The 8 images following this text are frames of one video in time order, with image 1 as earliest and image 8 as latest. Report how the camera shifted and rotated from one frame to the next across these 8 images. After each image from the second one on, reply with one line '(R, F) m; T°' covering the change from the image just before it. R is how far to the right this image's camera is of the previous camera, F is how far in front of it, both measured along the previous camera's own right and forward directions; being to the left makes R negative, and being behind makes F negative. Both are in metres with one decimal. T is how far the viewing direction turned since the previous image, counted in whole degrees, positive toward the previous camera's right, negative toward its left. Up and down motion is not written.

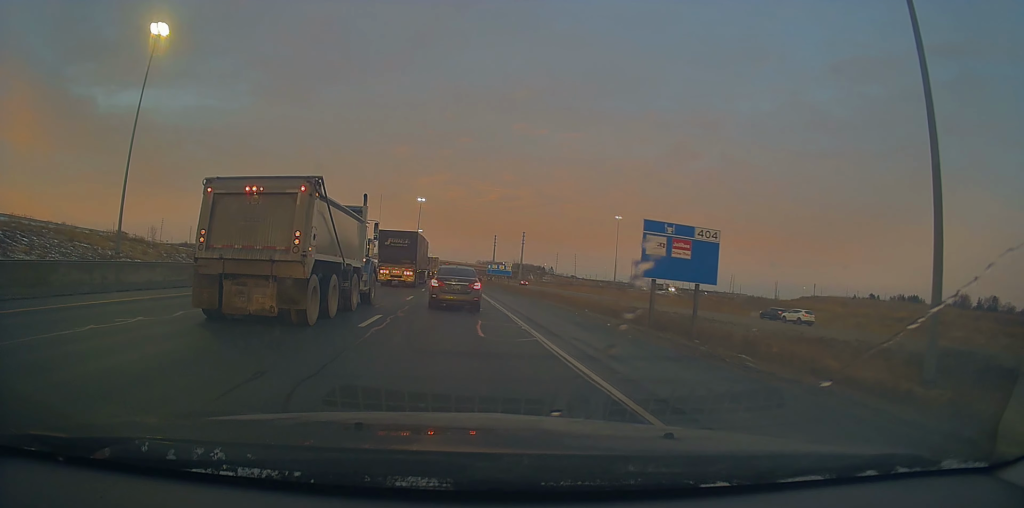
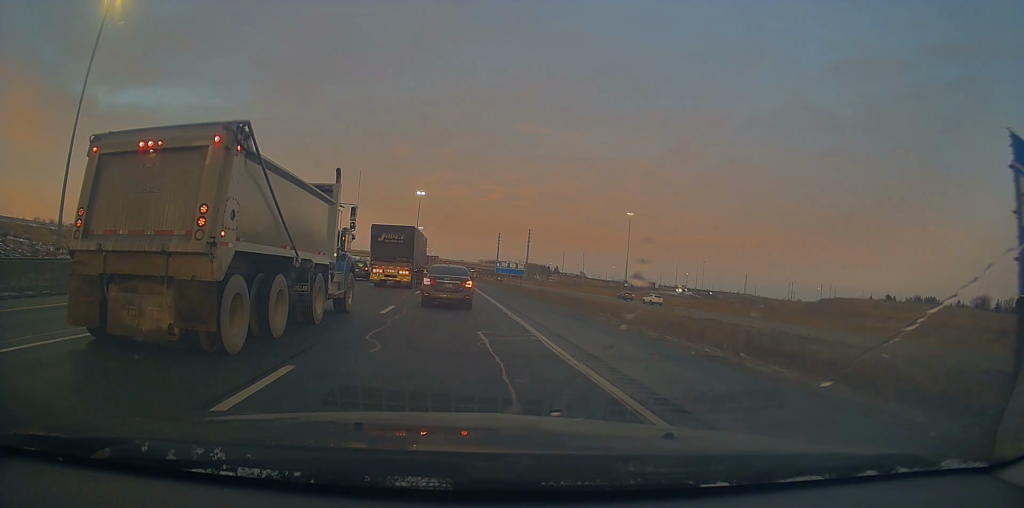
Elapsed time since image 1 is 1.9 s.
(+1.5, +20.2) m; 0°
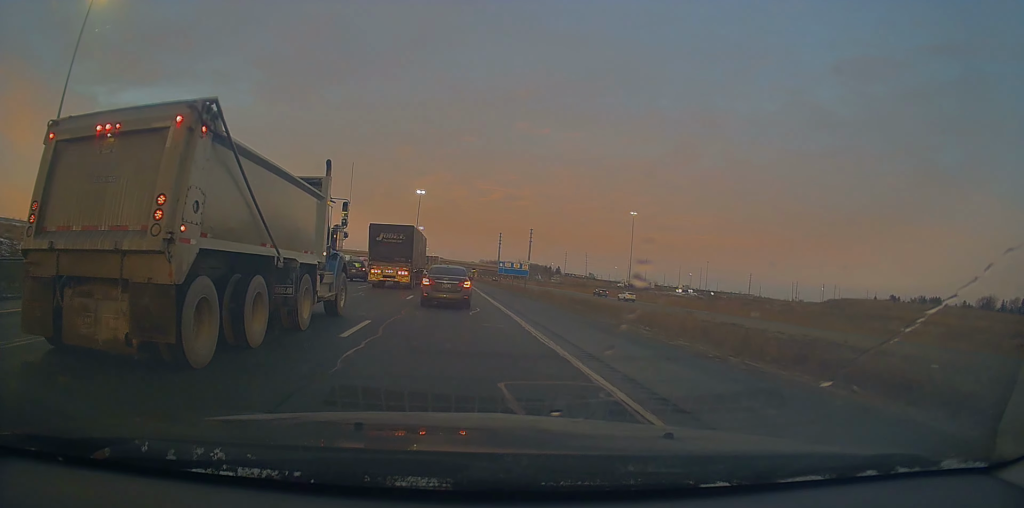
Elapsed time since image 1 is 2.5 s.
(-0.6, +5.5) m; -1°
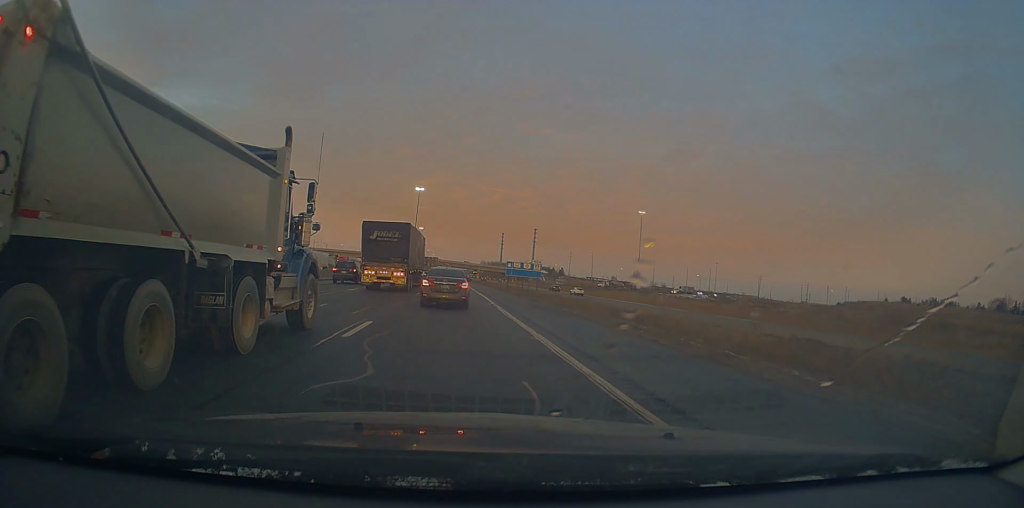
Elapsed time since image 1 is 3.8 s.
(+0.3, +13.5) m; +6°
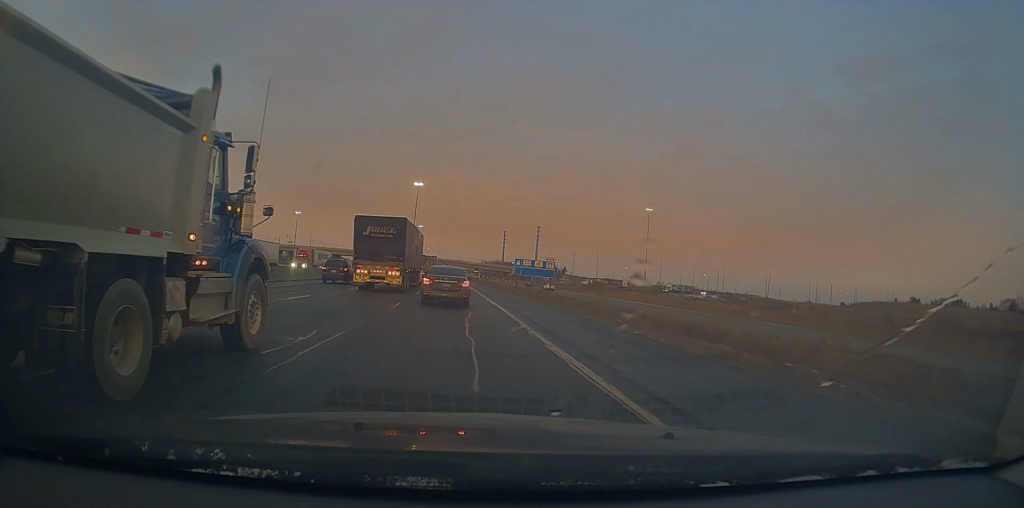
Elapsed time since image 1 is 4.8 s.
(+0.6, +11.1) m; -2°
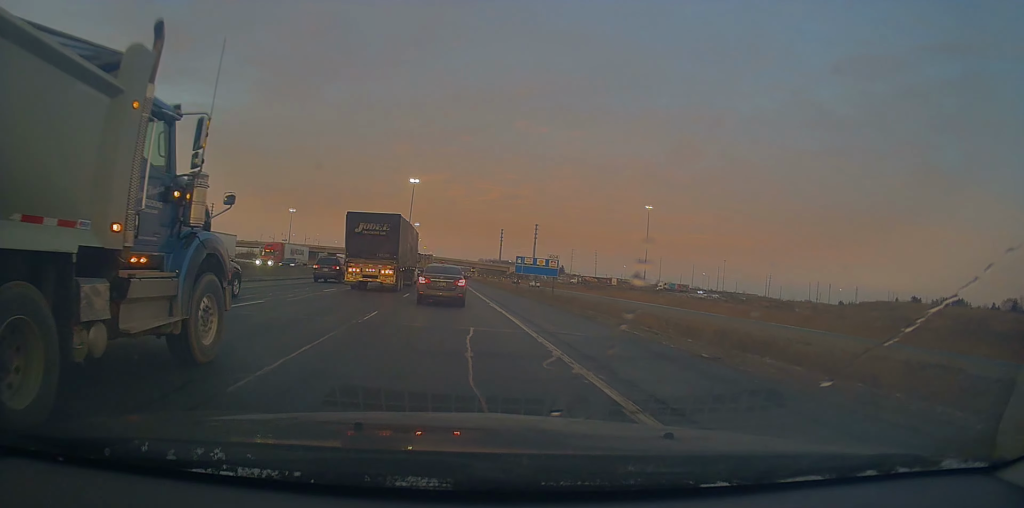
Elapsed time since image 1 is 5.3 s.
(-0.5, +5.1) m; -1°
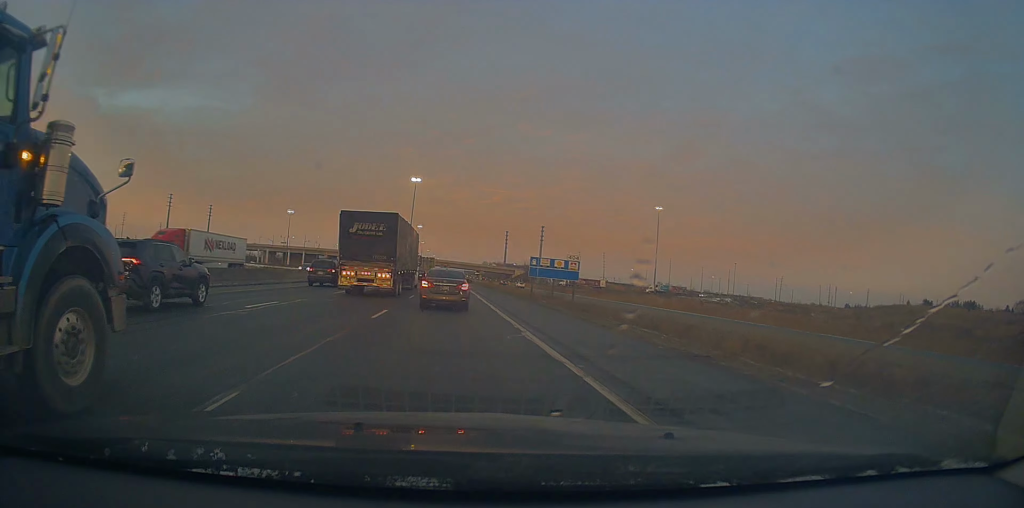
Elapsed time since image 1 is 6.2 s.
(-0.4, +10.3) m; -1°
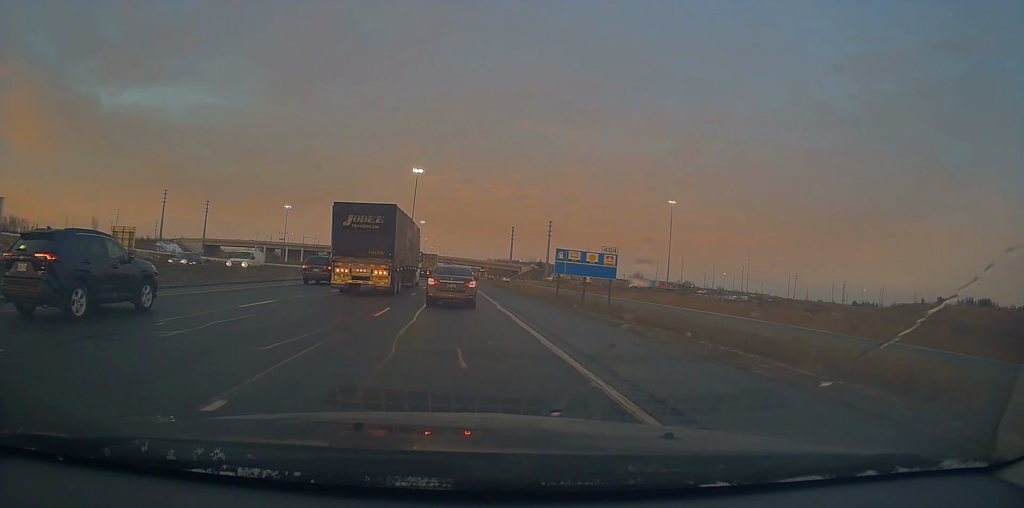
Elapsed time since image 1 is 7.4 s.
(+0.3, +13.2) m; +2°
